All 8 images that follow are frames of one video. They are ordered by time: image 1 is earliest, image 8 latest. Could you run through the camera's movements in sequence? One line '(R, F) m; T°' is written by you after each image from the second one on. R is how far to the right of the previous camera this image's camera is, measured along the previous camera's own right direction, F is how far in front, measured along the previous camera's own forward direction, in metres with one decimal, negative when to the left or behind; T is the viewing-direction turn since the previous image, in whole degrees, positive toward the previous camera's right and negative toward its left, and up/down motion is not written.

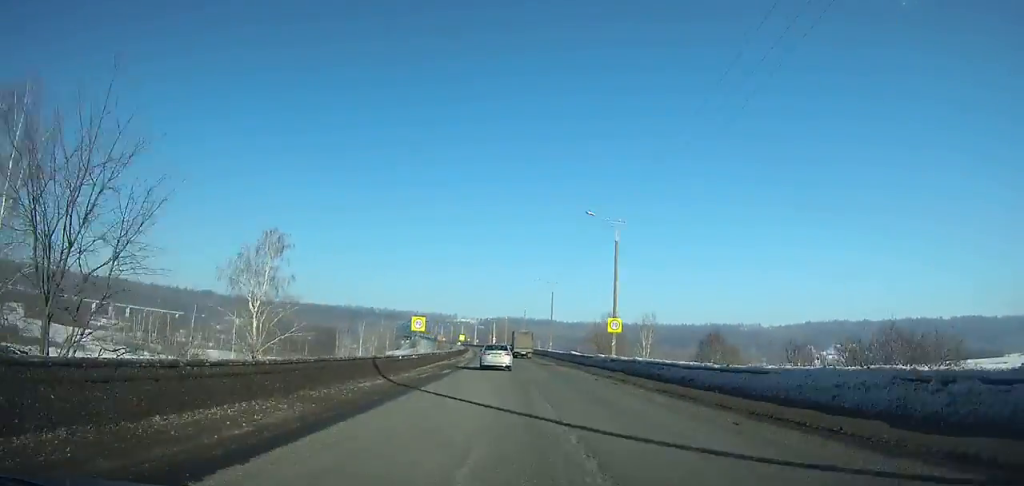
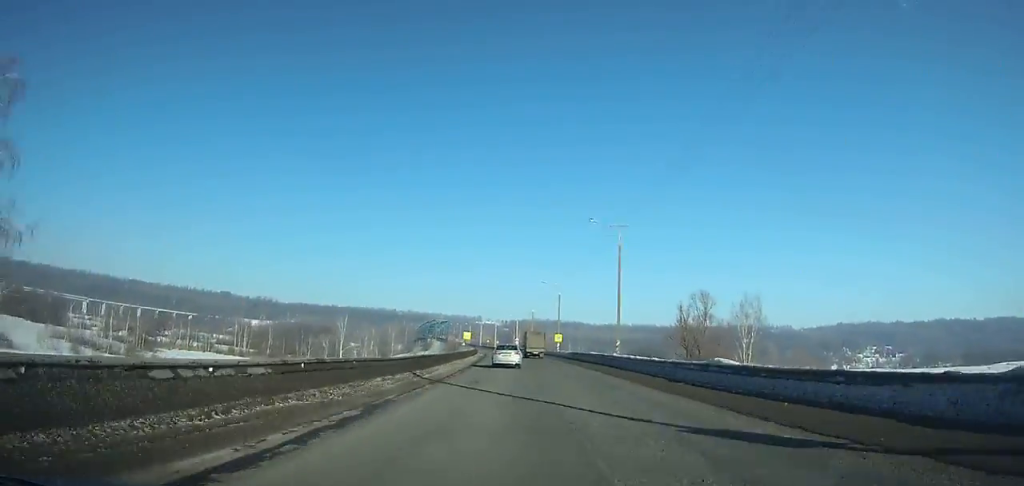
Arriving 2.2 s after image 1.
(-0.5, +37.7) m; -1°
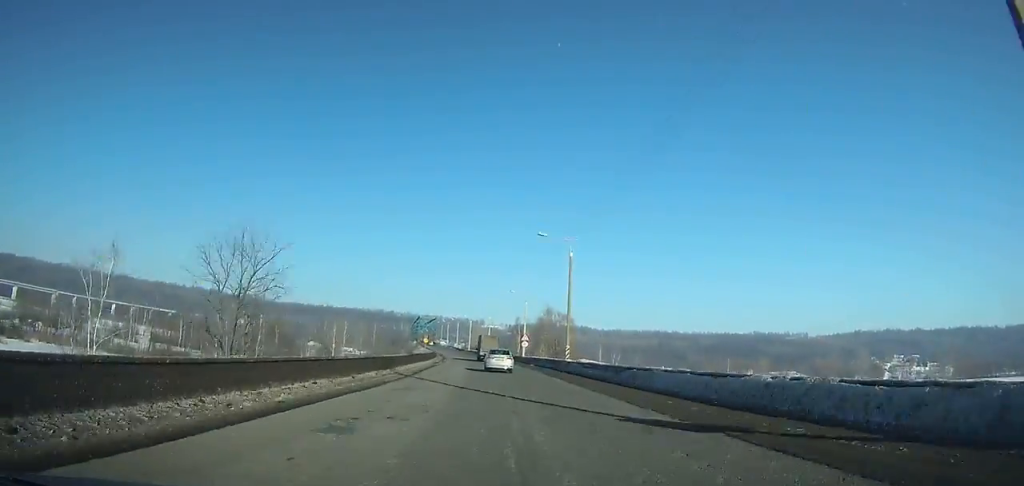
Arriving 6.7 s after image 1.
(-1.0, +75.7) m; -3°
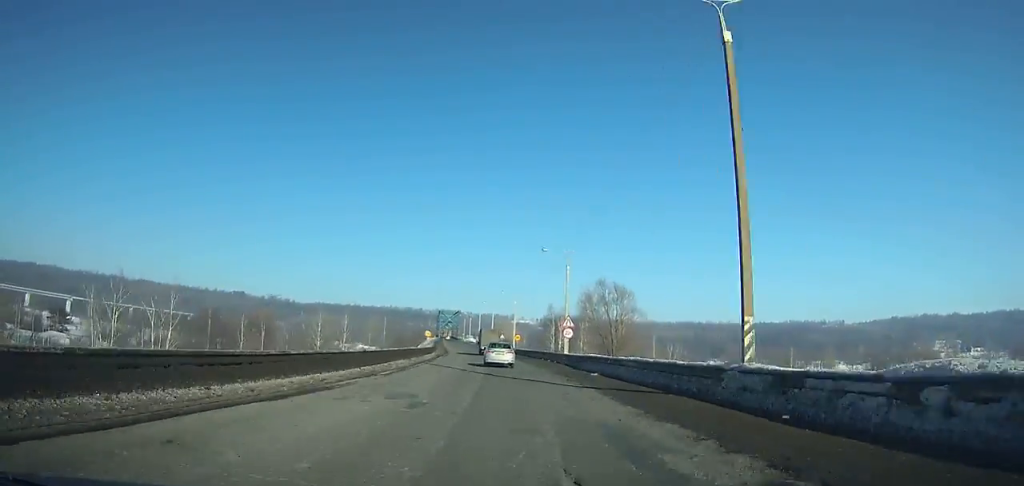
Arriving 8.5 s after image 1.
(-0.8, +29.7) m; -2°
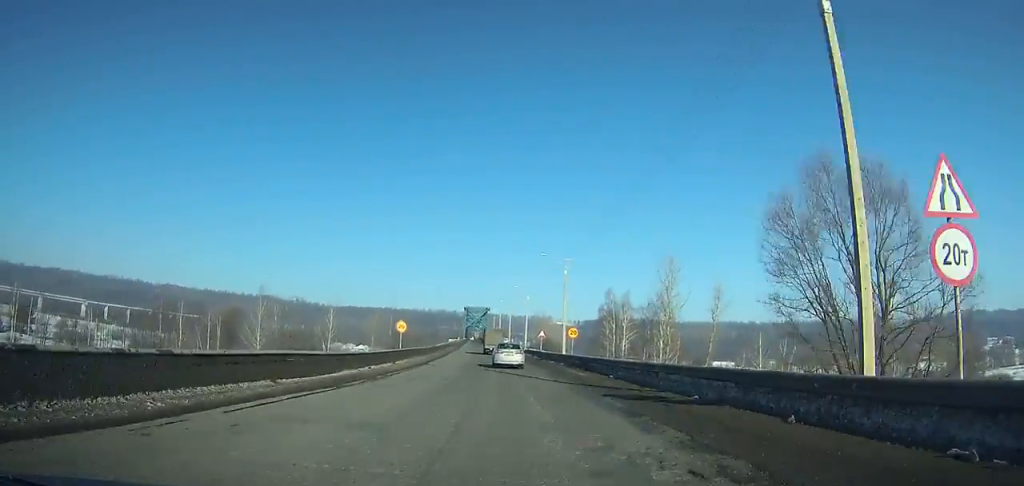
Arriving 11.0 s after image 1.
(-1.2, +40.7) m; -3°
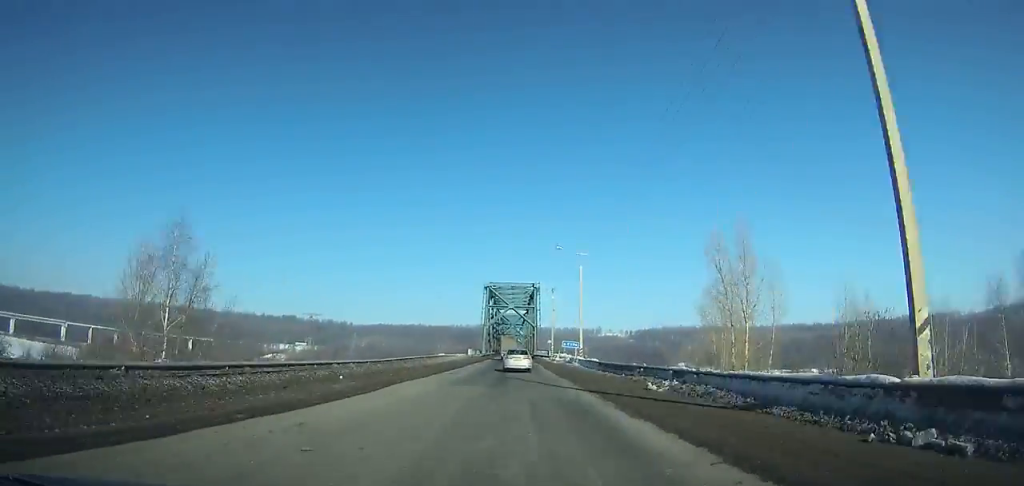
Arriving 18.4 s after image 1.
(-5.3, +117.7) m; -4°
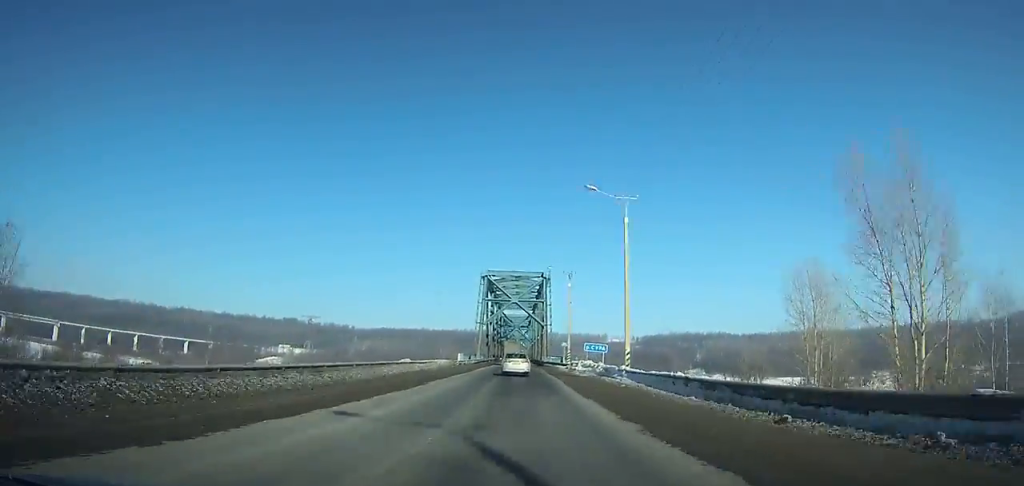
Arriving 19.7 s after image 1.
(-0.2, +20.3) m; 0°
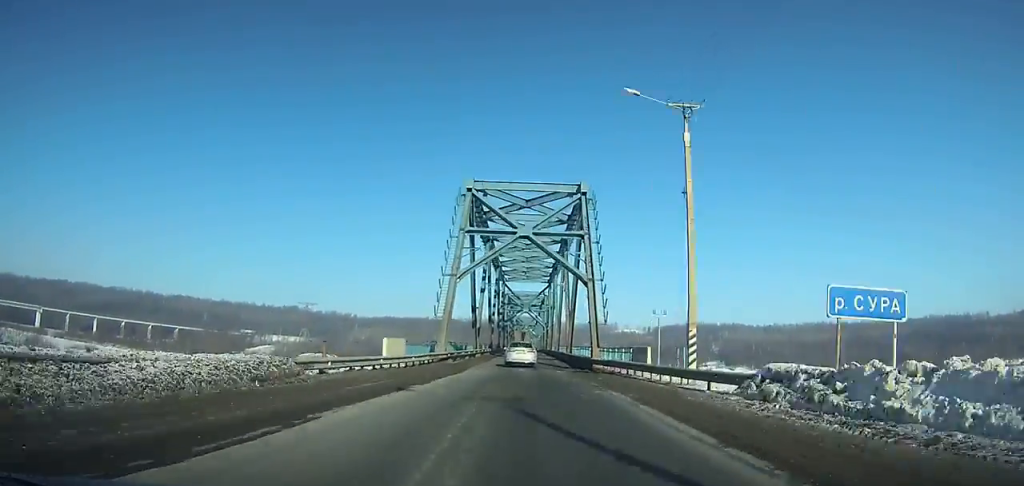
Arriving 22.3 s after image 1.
(-0.3, +40.3) m; 0°
